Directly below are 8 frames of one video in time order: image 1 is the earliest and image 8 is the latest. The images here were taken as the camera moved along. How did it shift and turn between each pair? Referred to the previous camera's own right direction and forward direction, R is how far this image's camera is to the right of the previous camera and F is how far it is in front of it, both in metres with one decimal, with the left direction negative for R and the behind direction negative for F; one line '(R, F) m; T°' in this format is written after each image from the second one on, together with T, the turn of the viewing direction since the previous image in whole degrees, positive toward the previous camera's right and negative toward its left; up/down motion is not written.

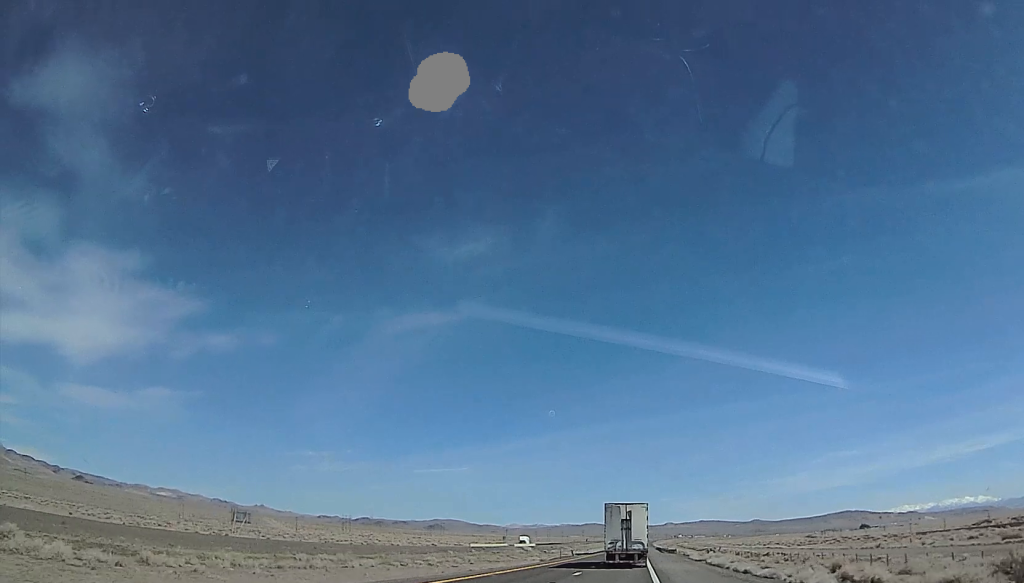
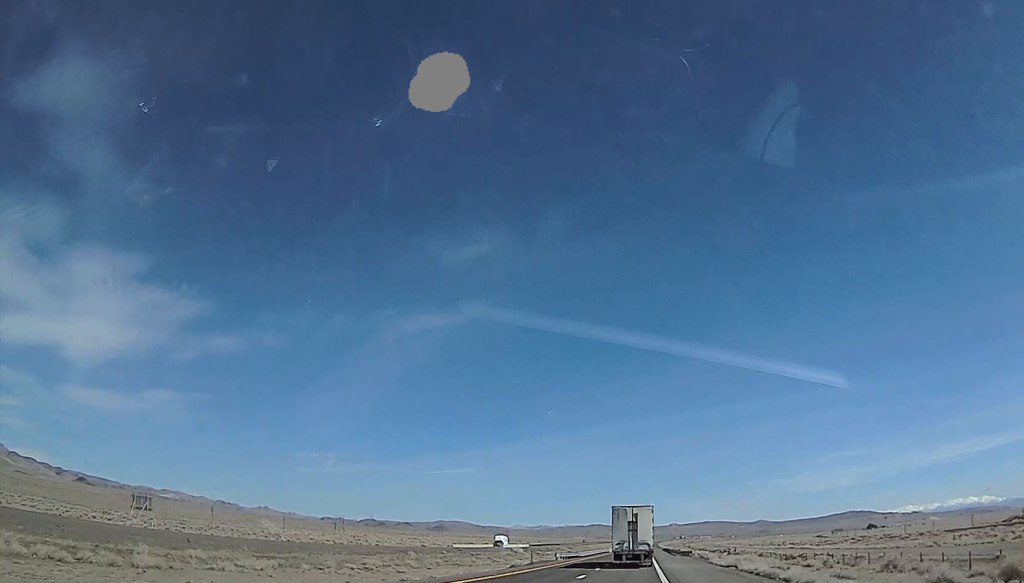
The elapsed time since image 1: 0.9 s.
(0.0, +27.0) m; 0°
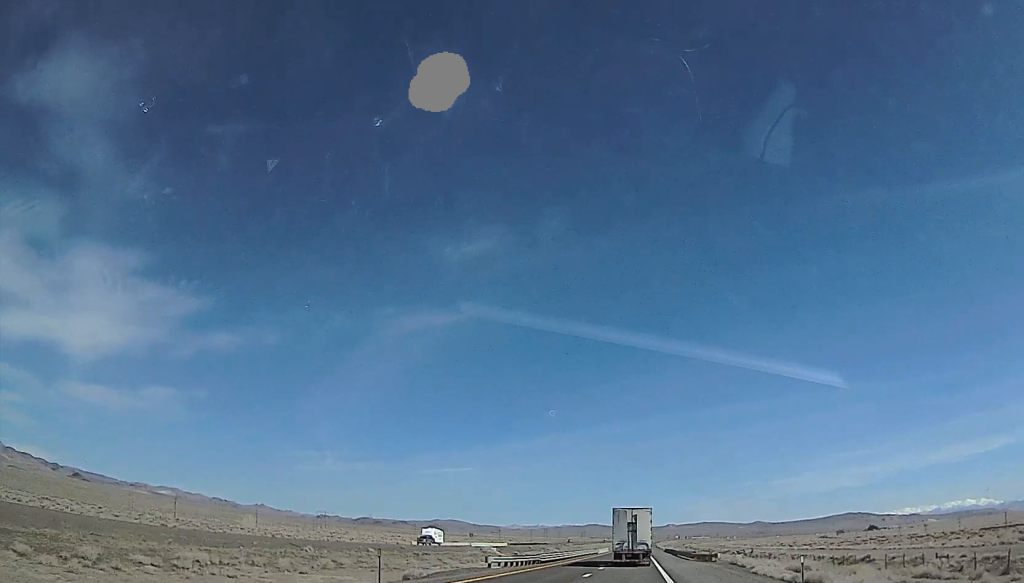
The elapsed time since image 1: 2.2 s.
(-0.2, +35.8) m; -2°
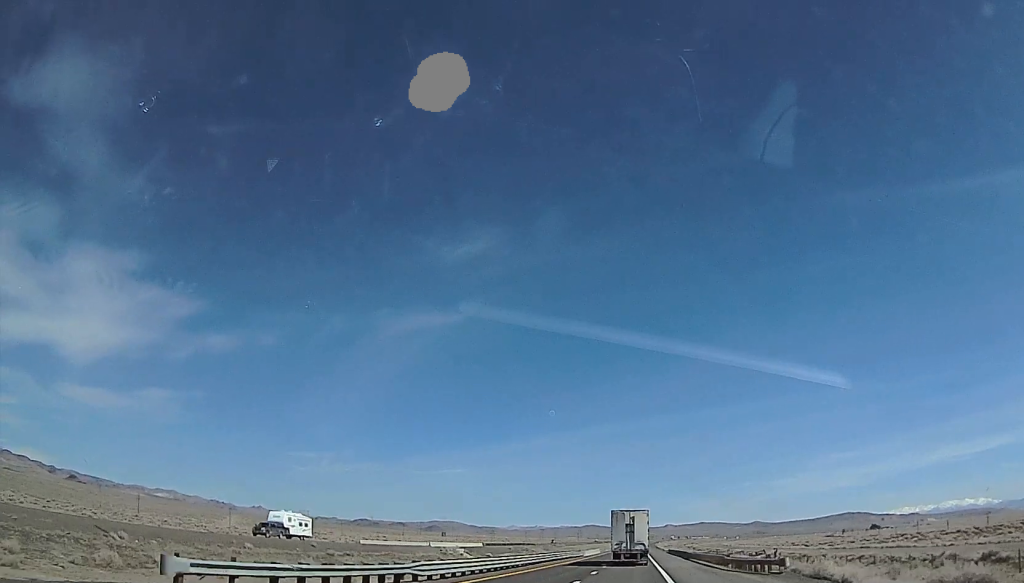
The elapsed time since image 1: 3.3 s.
(-0.7, +32.1) m; -2°
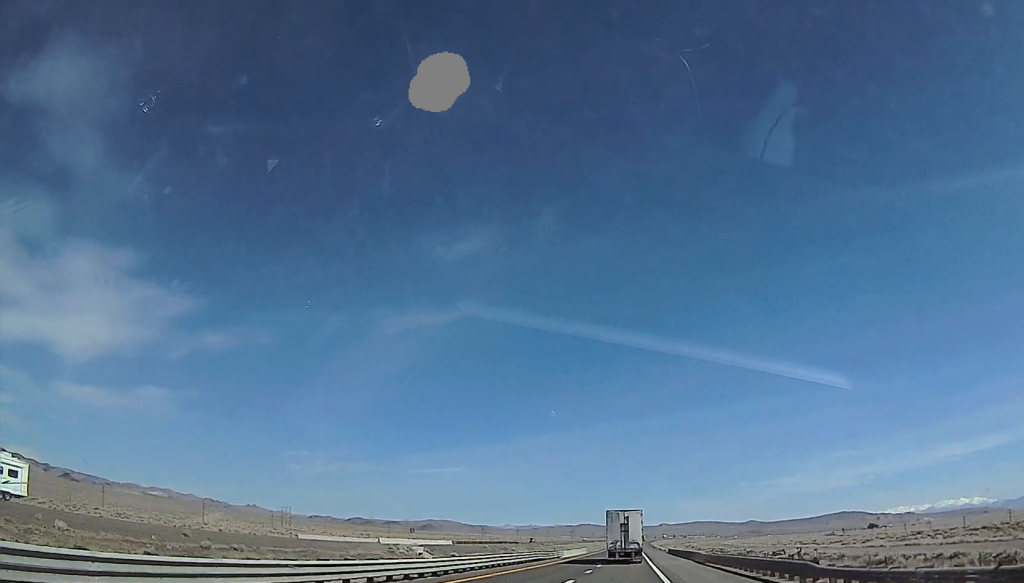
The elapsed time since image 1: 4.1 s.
(-0.1, +25.2) m; +1°
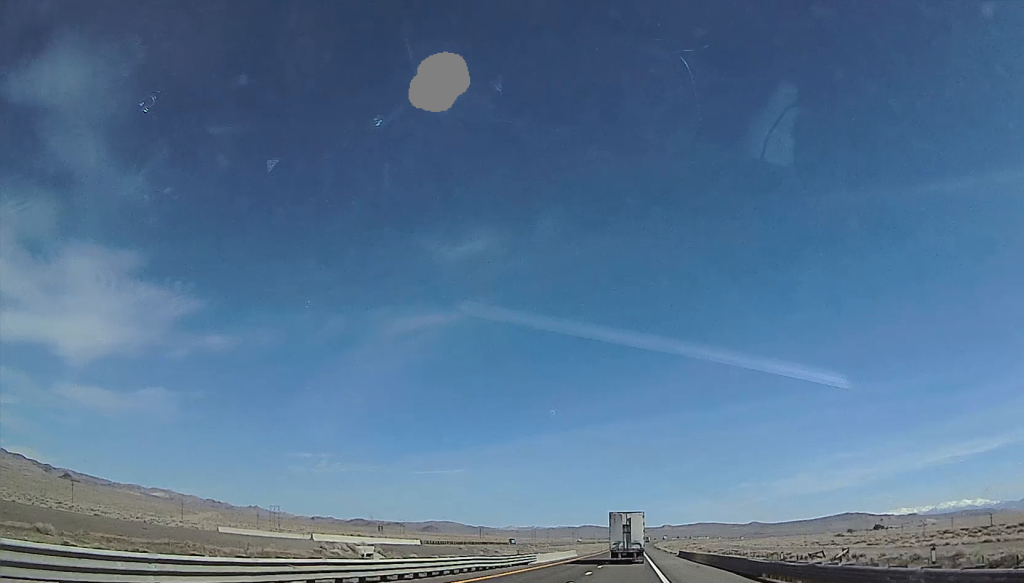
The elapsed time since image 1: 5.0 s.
(+0.5, +25.1) m; +1°
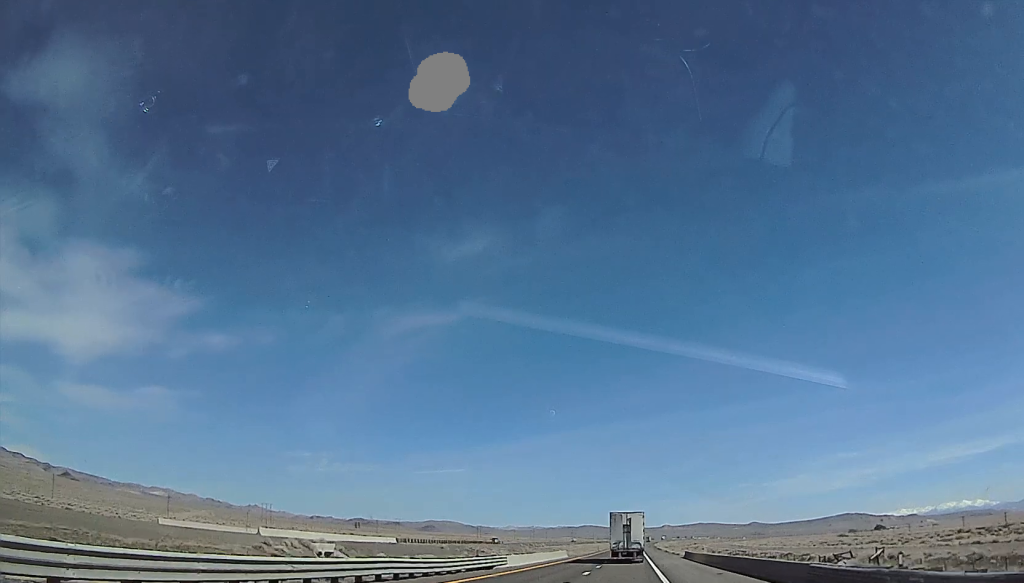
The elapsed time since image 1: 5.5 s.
(+0.1, +13.5) m; +1°
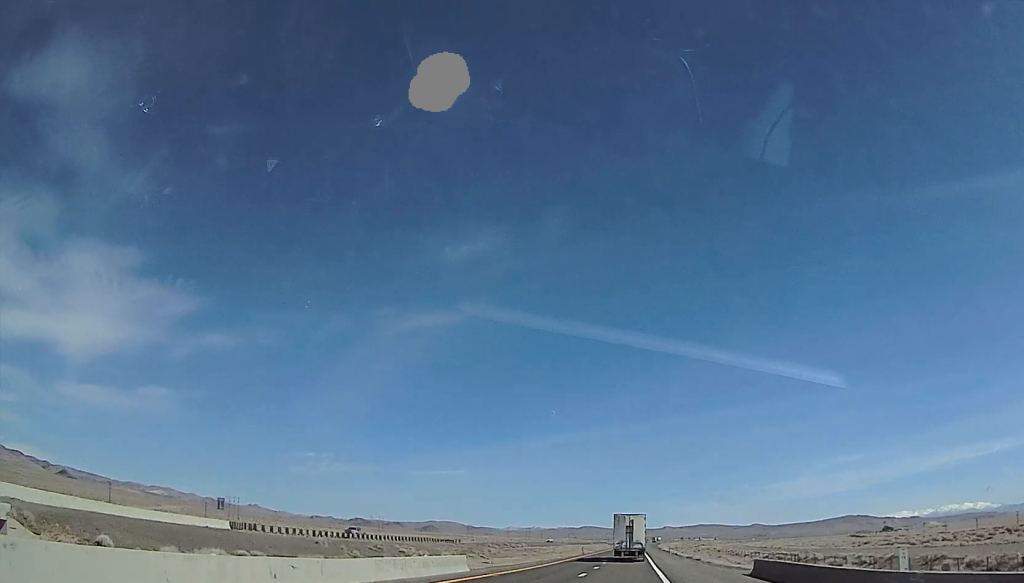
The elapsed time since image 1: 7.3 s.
(0.0, +52.0) m; 0°
